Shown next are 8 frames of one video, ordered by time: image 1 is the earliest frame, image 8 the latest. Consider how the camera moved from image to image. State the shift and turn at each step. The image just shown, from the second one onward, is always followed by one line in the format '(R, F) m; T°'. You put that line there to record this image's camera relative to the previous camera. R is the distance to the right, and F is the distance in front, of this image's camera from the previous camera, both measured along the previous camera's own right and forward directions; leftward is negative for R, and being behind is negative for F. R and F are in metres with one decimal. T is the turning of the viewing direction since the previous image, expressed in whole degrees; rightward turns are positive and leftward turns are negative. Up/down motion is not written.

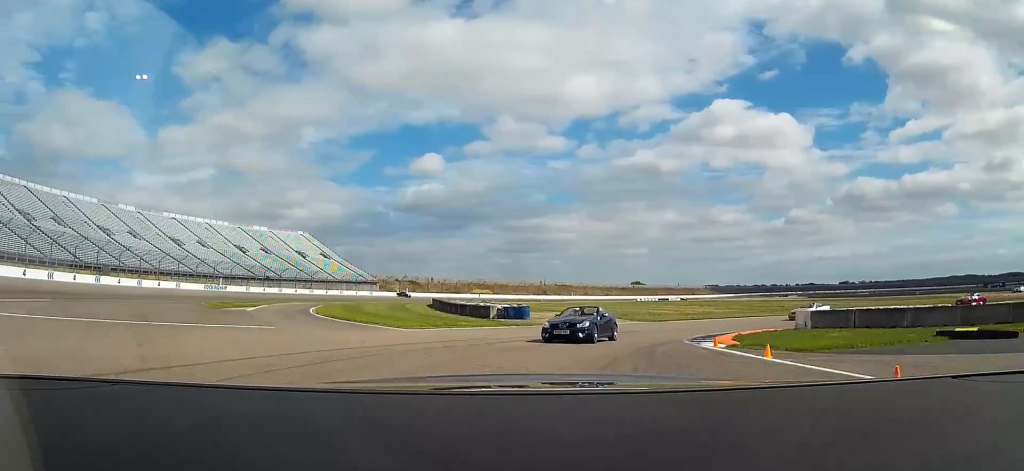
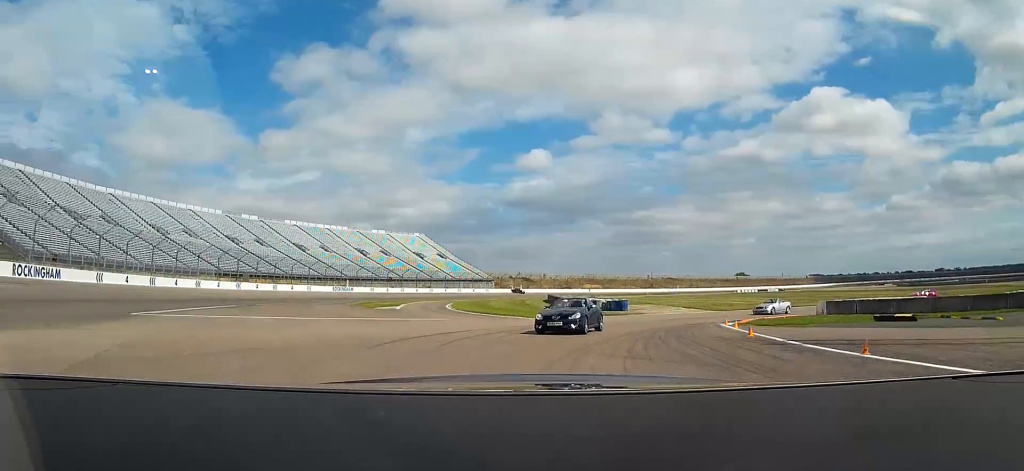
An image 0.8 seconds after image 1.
(-1.3, +12.5) m; -10°
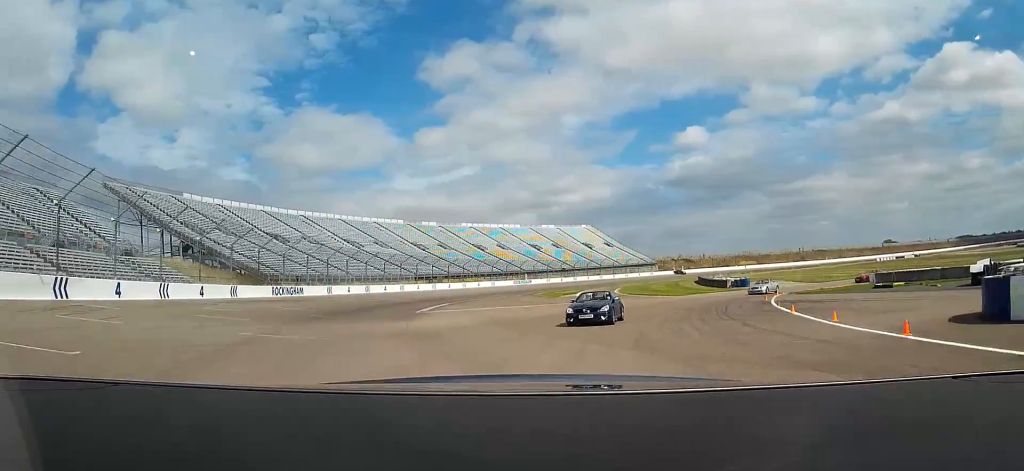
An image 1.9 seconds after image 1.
(-2.4, +18.4) m; -14°
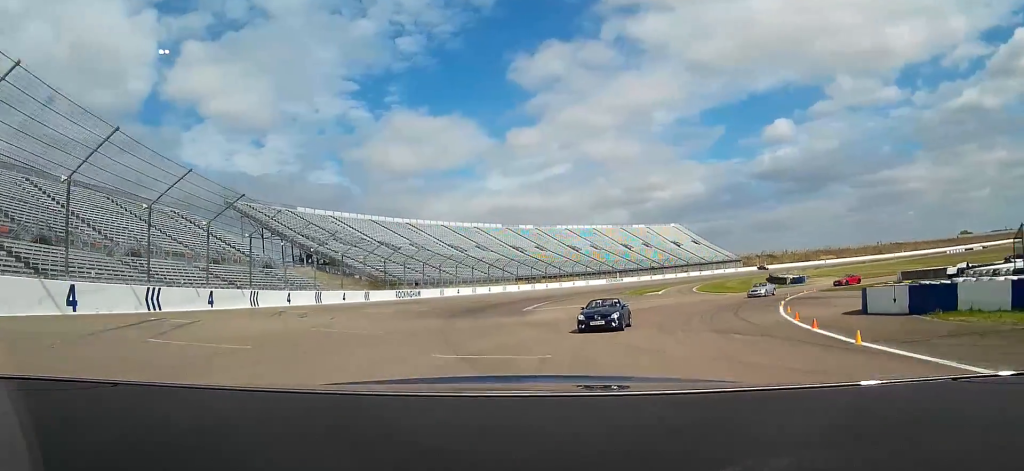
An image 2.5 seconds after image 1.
(-1.0, +11.6) m; -9°
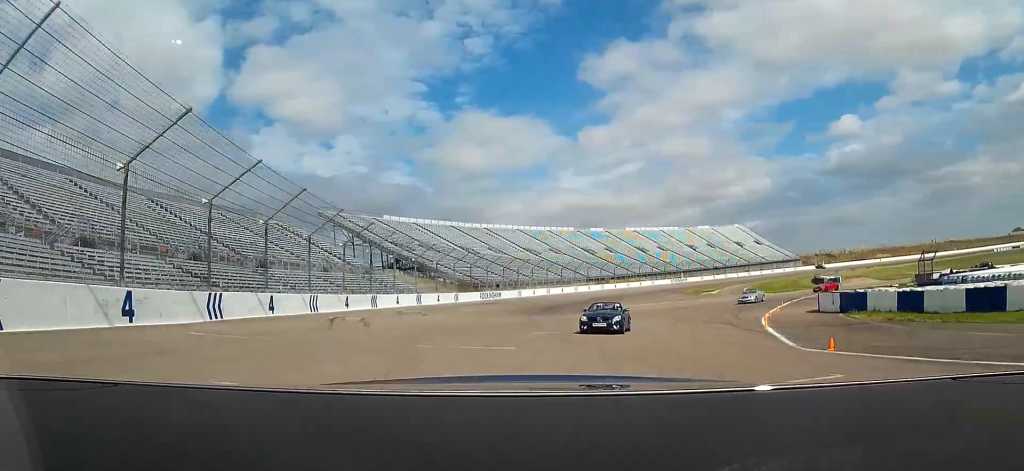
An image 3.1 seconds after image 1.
(-0.2, +10.7) m; -8°
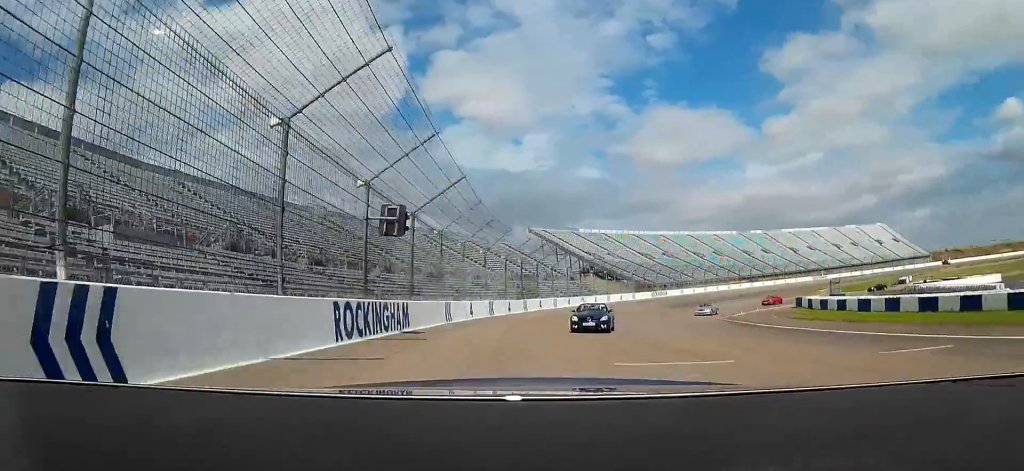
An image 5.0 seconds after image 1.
(-6.1, +35.9) m; -16°
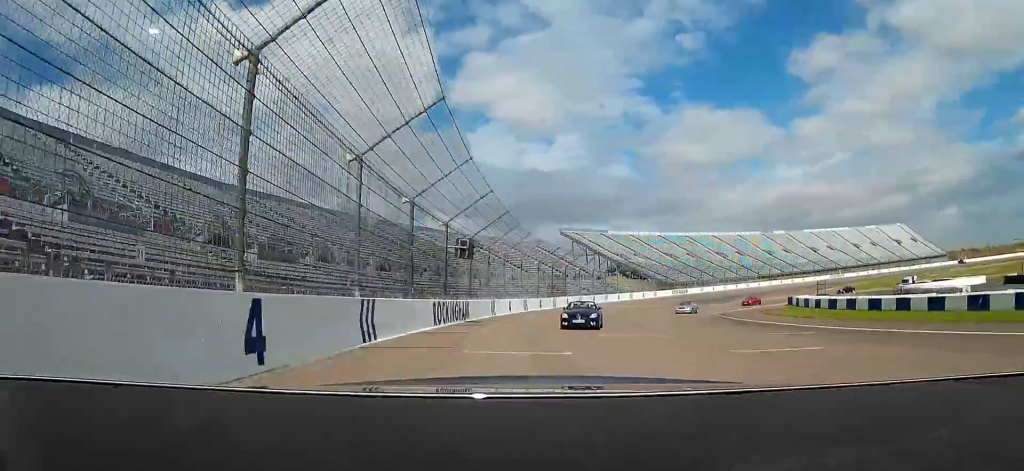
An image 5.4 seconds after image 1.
(-0.5, +9.9) m; -3°
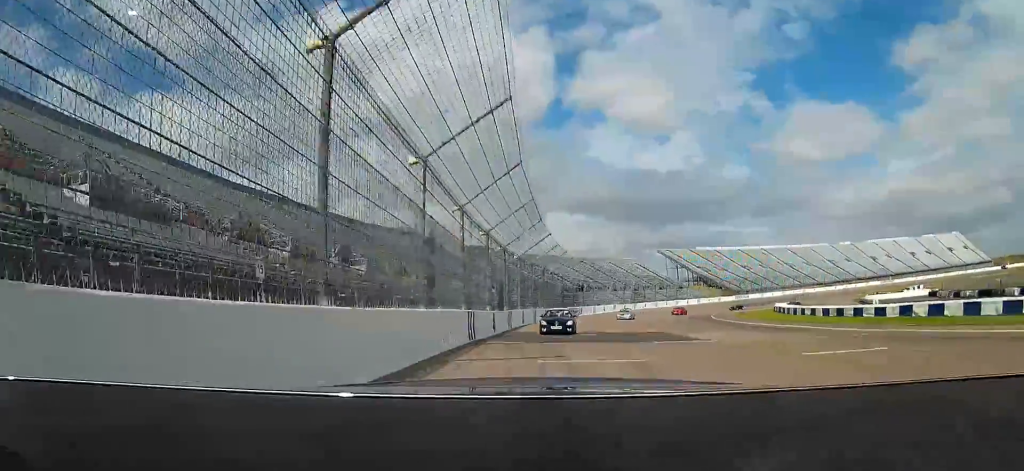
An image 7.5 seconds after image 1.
(-6.0, +48.2) m; -12°
